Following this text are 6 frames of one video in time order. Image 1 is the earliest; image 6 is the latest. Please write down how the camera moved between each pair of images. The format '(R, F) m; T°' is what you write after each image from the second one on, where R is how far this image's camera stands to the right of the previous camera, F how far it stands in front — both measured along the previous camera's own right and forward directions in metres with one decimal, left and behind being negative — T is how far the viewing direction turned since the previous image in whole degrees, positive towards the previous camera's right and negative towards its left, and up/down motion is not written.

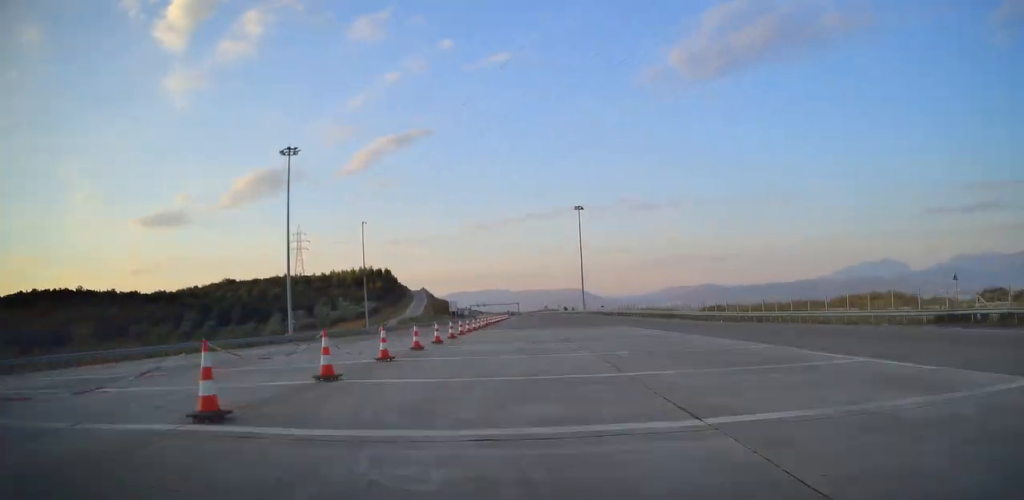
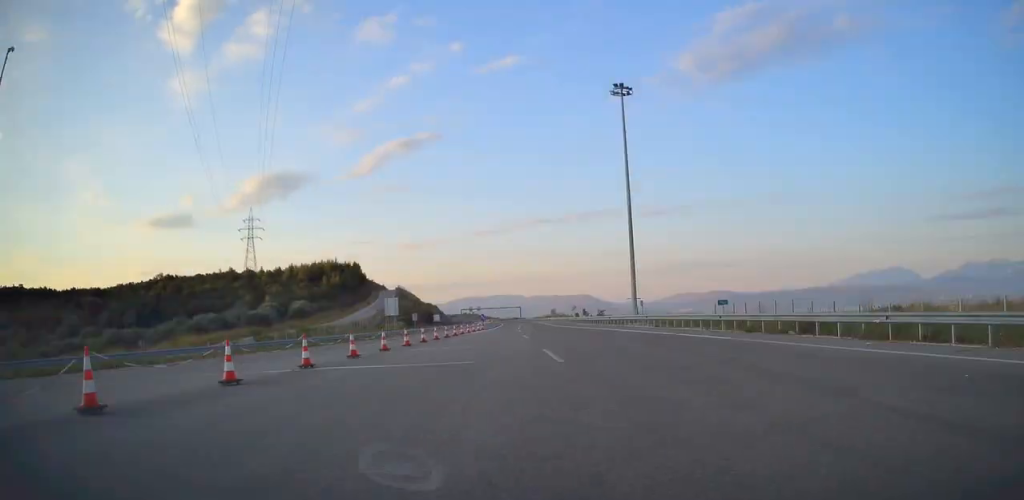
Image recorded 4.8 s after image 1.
(+1.6, +71.3) m; -1°
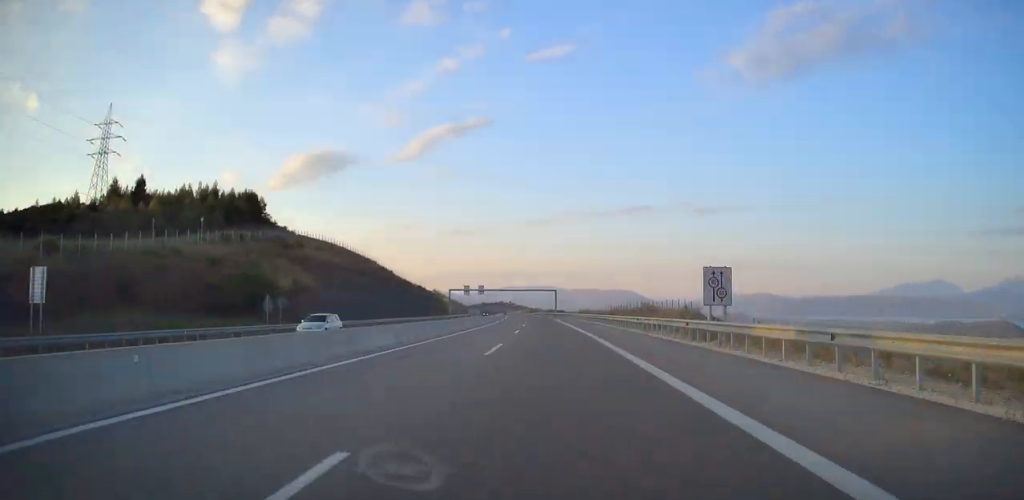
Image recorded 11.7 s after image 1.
(-3.6, +135.8) m; -4°
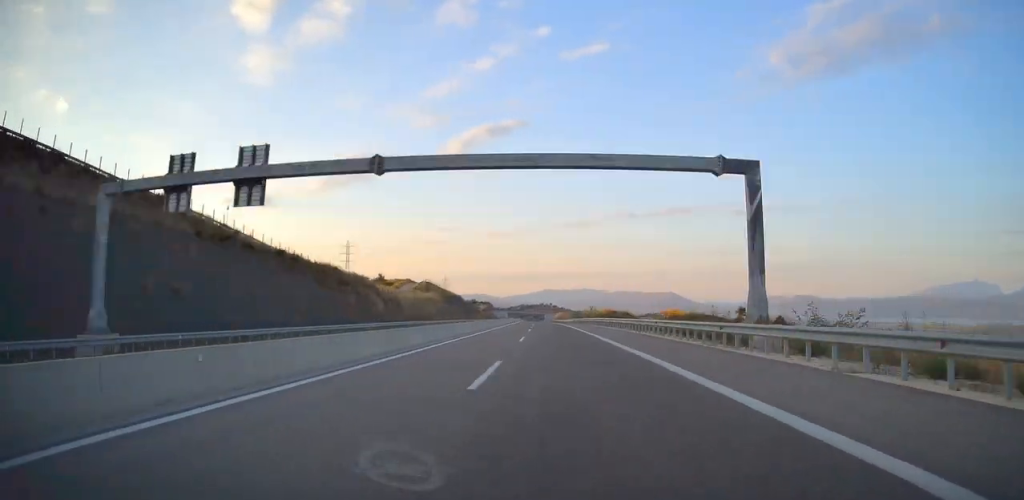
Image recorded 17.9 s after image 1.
(-5.2, +146.6) m; -2°
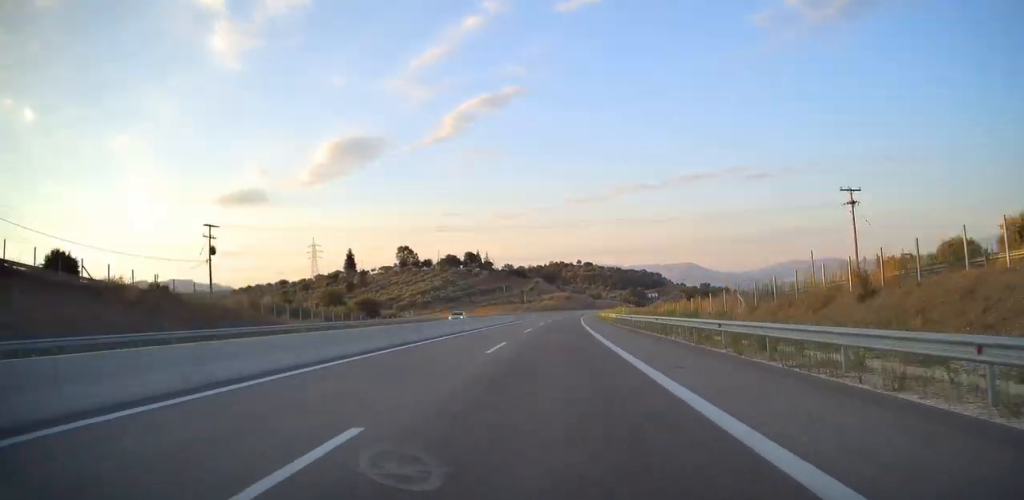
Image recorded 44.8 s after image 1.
(-15.3, +848.9) m; +5°
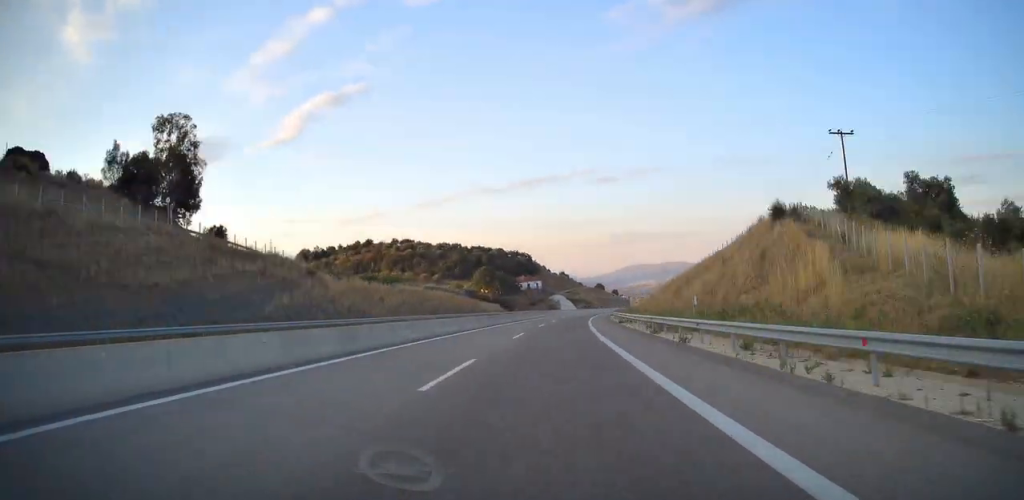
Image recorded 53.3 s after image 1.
(+30.5, +299.6) m; +13°
